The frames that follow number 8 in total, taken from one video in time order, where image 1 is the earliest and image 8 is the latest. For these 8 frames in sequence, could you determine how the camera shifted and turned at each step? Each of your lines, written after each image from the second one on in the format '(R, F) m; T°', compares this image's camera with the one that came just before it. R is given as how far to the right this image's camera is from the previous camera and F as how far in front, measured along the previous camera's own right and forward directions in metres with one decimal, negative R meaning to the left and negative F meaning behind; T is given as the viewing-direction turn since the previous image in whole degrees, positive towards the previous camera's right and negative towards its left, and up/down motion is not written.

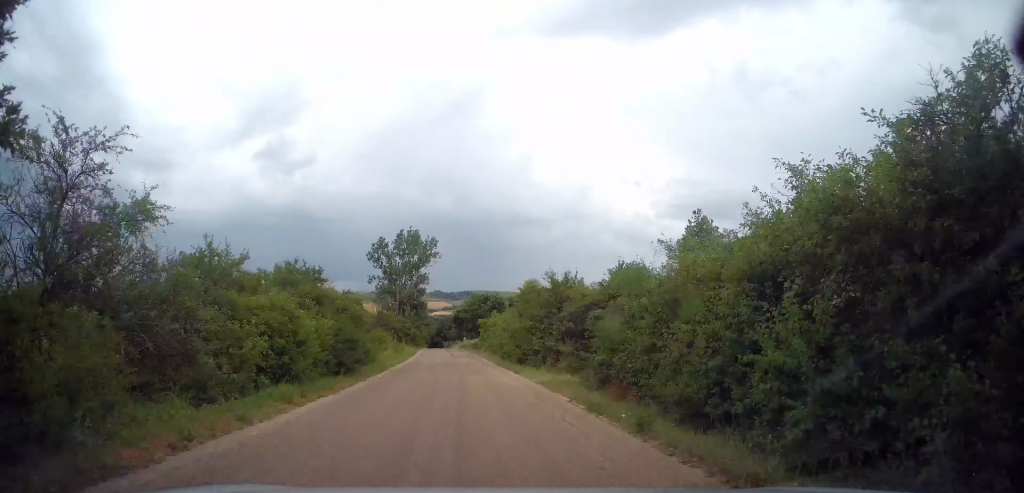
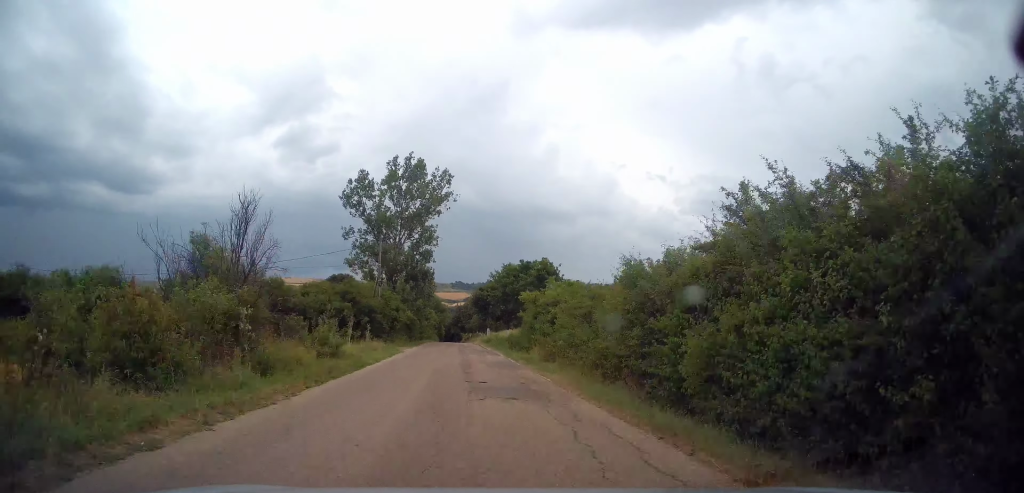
(-0.7, +29.0) m; -1°
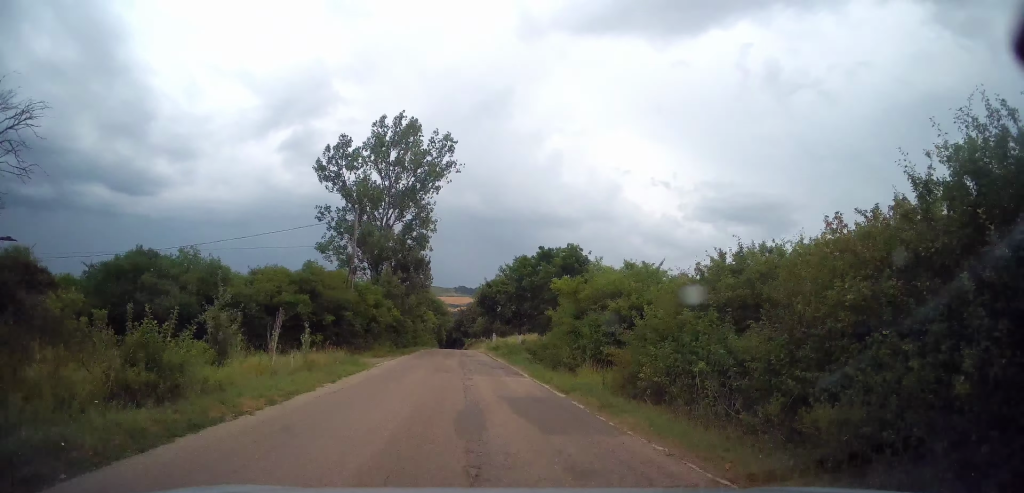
(+0.1, +10.6) m; 0°
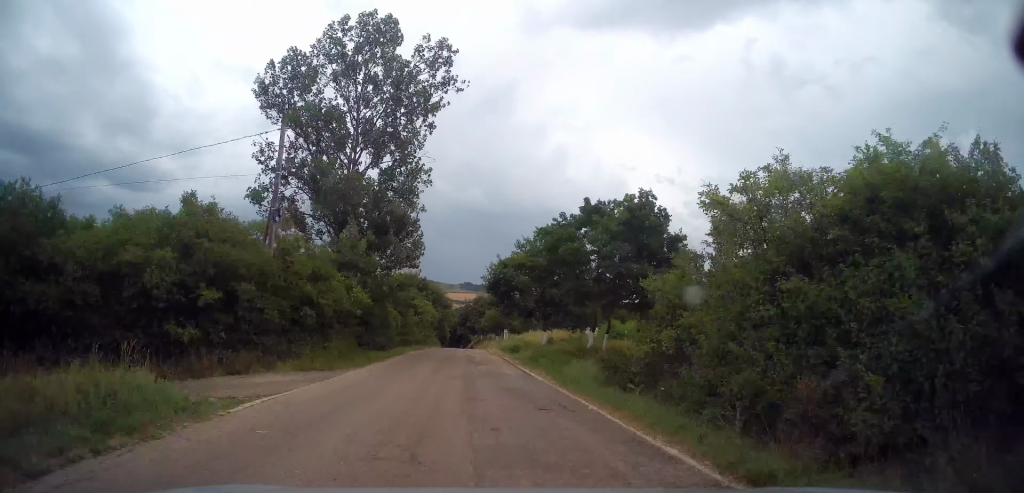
(+0.1, +13.1) m; -1°
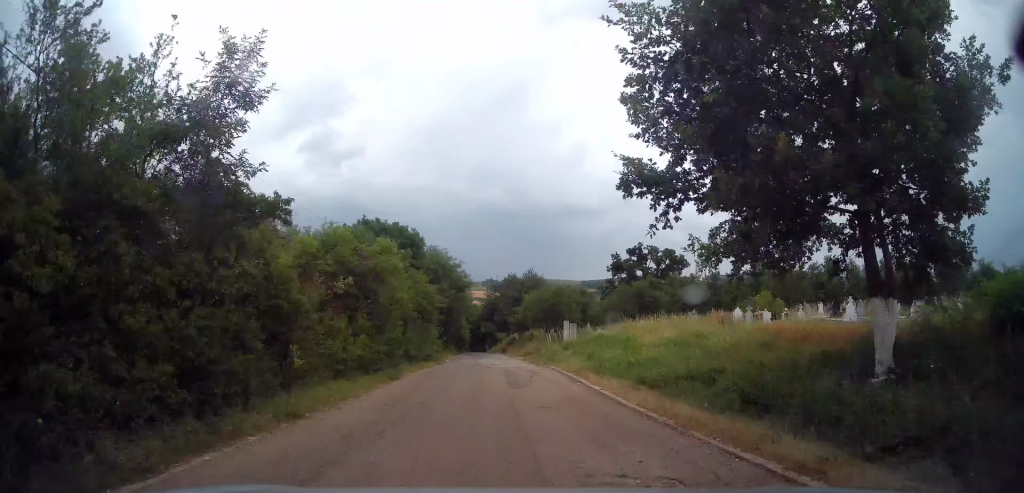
(-0.9, +31.5) m; -2°
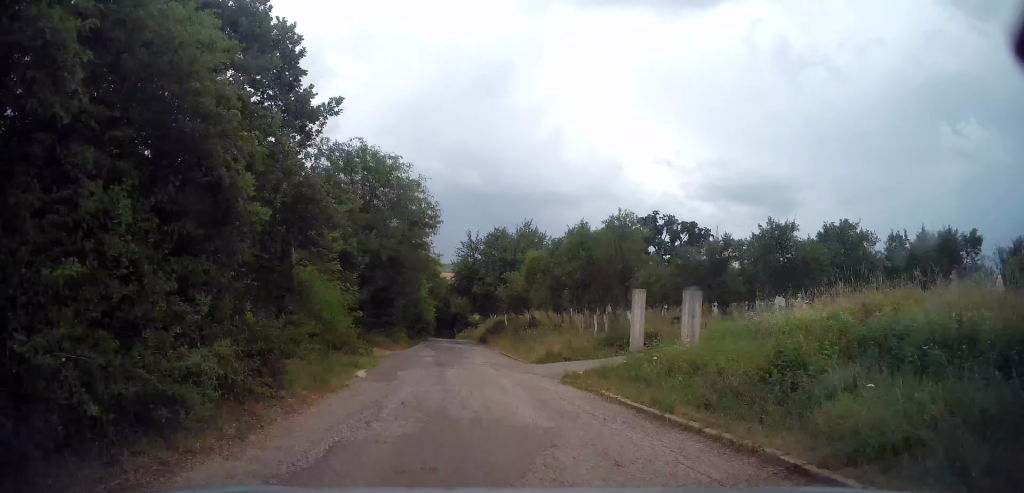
(+0.1, +23.0) m; 0°
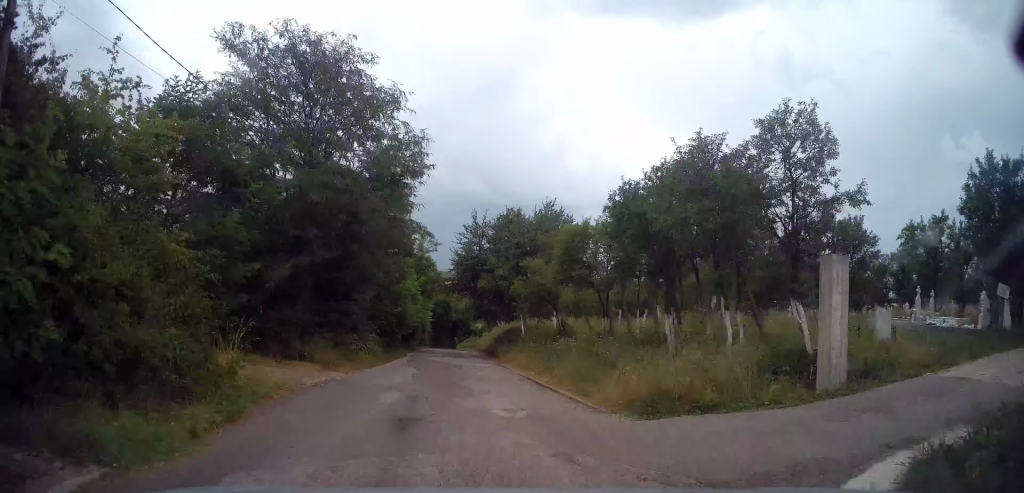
(+0.1, +11.2) m; 0°
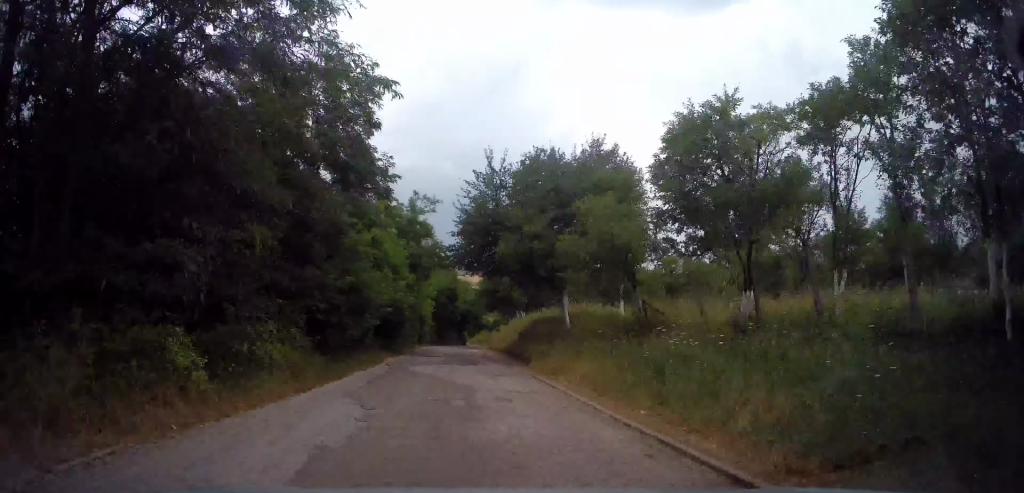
(-0.1, +11.3) m; 0°
